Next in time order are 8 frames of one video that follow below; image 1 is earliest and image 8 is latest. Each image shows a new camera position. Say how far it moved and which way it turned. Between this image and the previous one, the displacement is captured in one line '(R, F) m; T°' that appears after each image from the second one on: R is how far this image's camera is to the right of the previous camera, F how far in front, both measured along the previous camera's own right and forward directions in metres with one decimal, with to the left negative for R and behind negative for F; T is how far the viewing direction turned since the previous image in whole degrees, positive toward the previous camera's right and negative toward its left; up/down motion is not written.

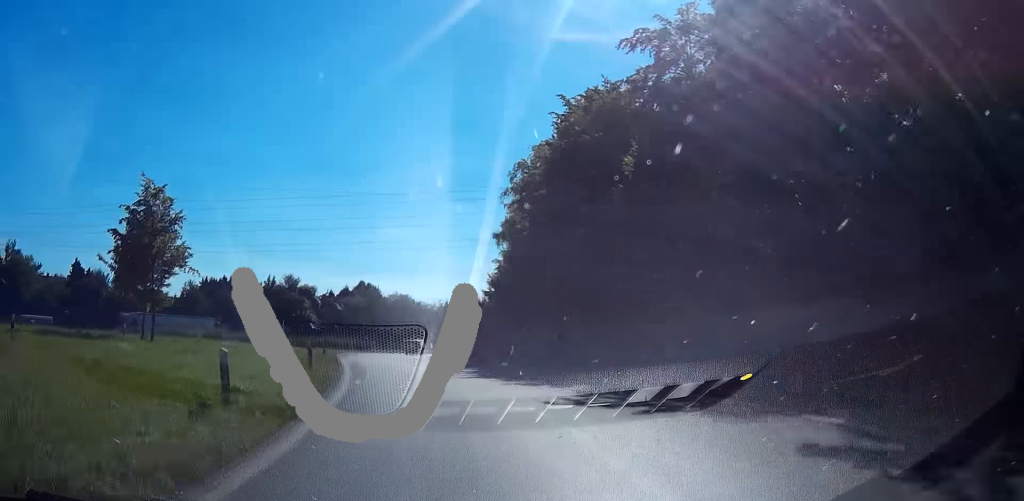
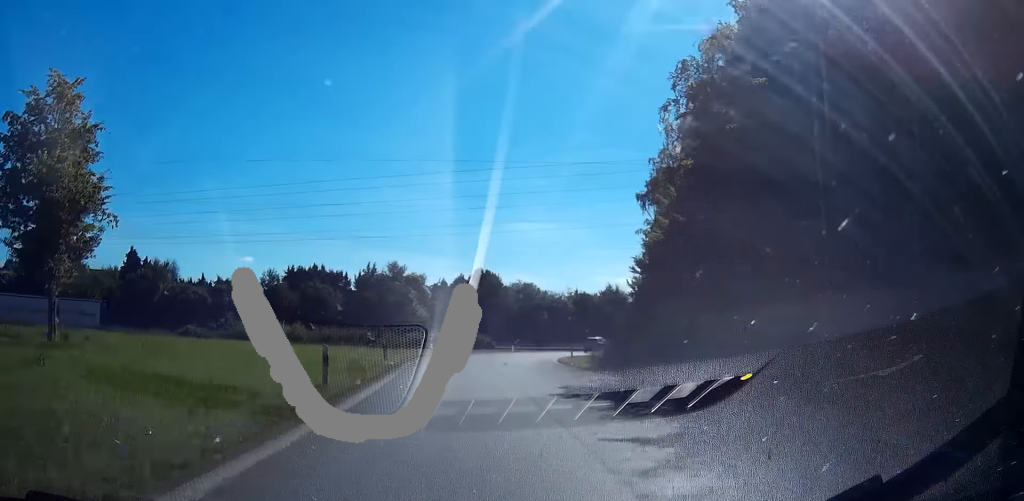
(-1.7, +17.9) m; -9°
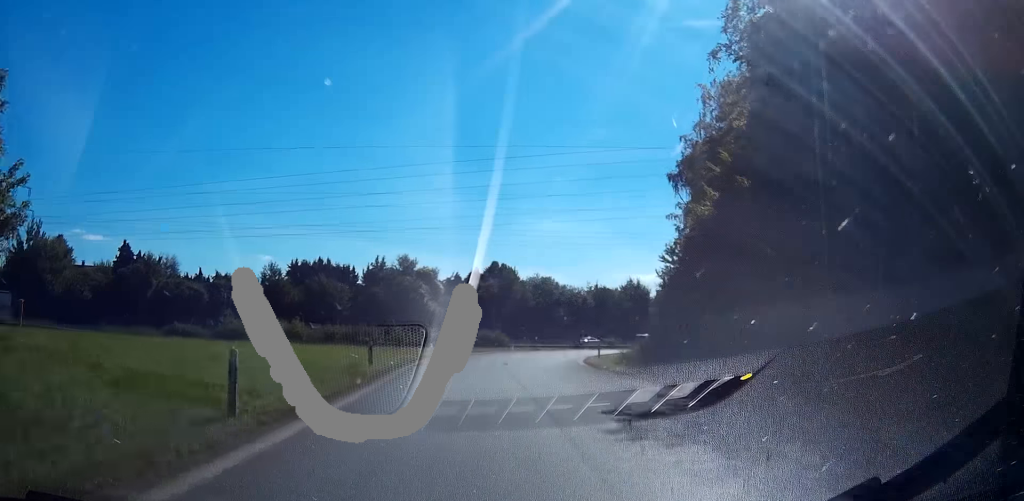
(-0.2, +6.4) m; -2°
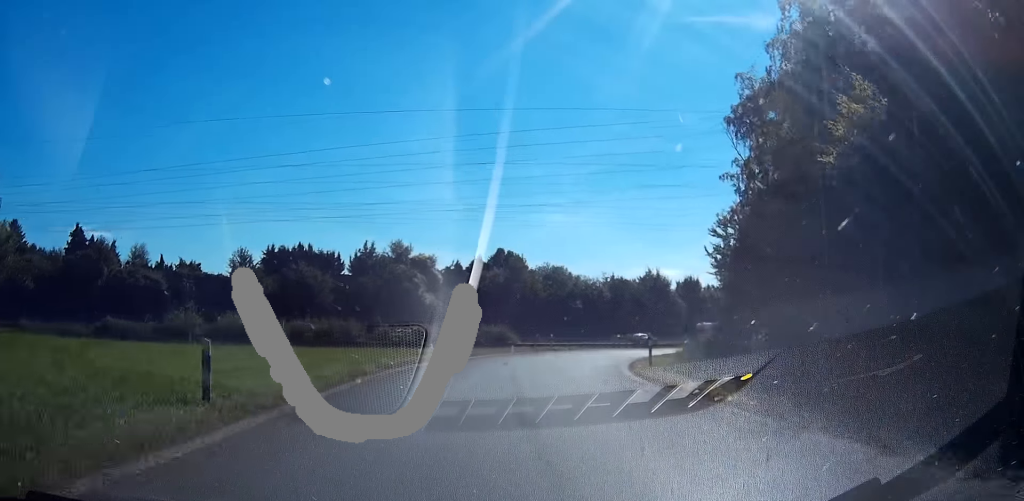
(0.0, +13.8) m; +1°
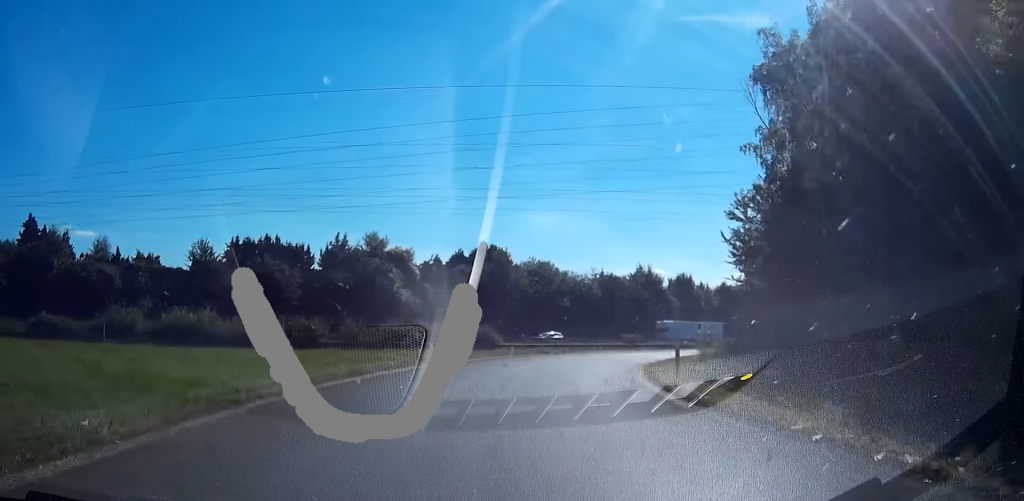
(0.0, +7.5) m; +5°
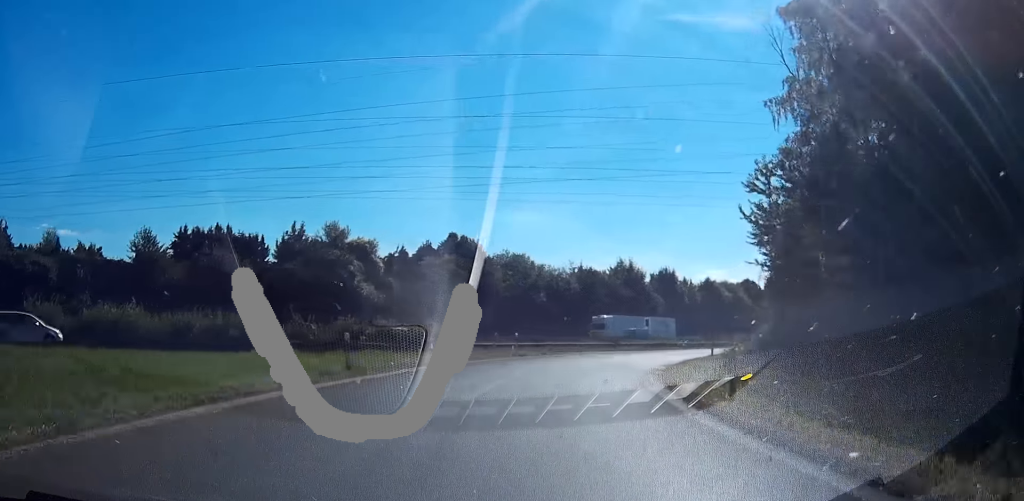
(-0.6, +8.0) m; +5°
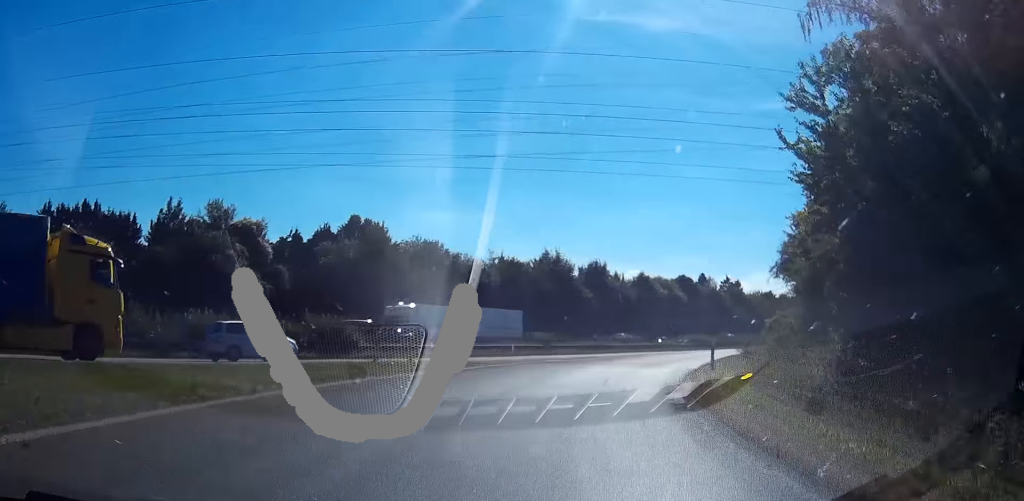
(+2.4, +14.0) m; +11°
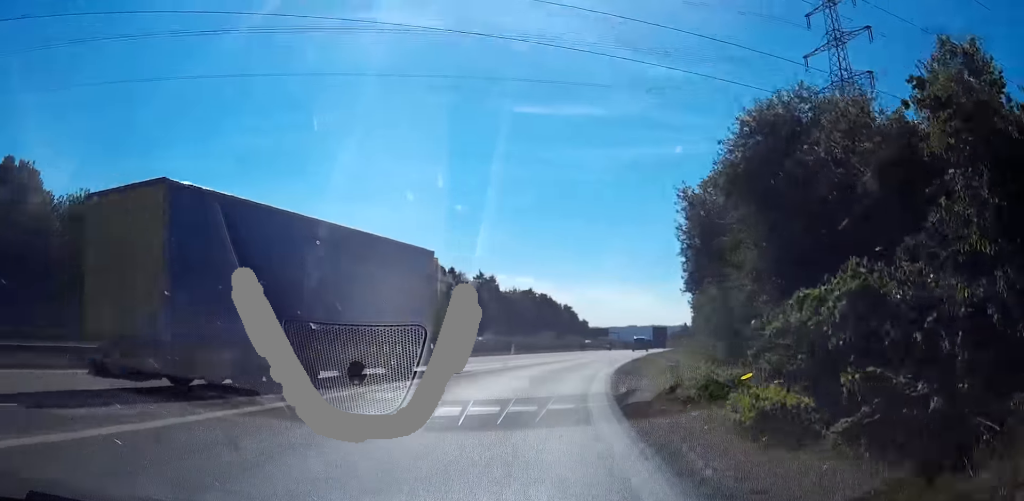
(+2.6, +27.4) m; +8°
